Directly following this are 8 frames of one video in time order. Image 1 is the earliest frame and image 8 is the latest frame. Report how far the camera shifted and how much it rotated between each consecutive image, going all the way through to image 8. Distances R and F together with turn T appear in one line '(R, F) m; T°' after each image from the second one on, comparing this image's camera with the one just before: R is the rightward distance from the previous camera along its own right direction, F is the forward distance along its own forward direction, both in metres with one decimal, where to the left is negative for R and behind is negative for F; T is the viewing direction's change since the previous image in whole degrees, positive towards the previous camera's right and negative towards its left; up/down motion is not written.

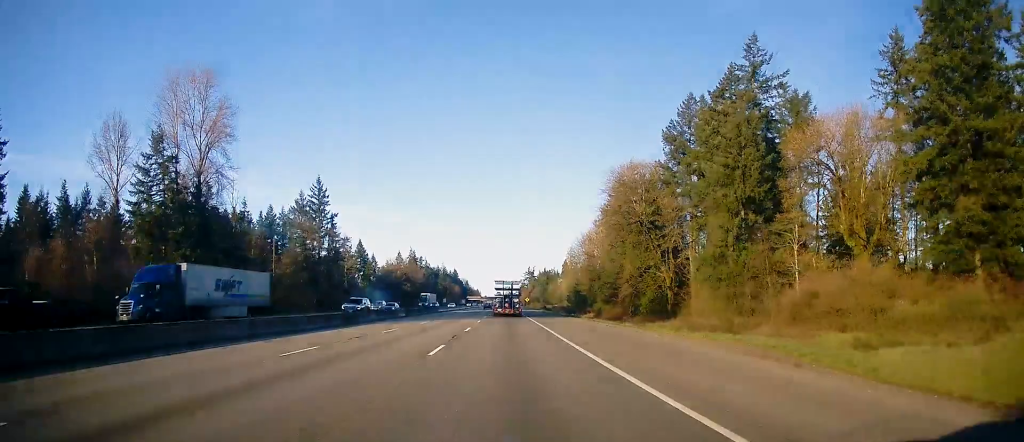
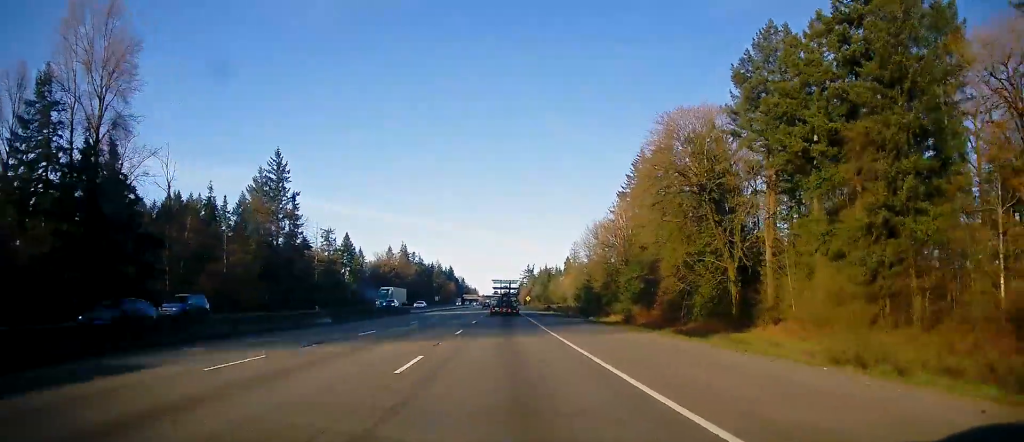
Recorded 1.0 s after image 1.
(+0.5, +28.1) m; 0°
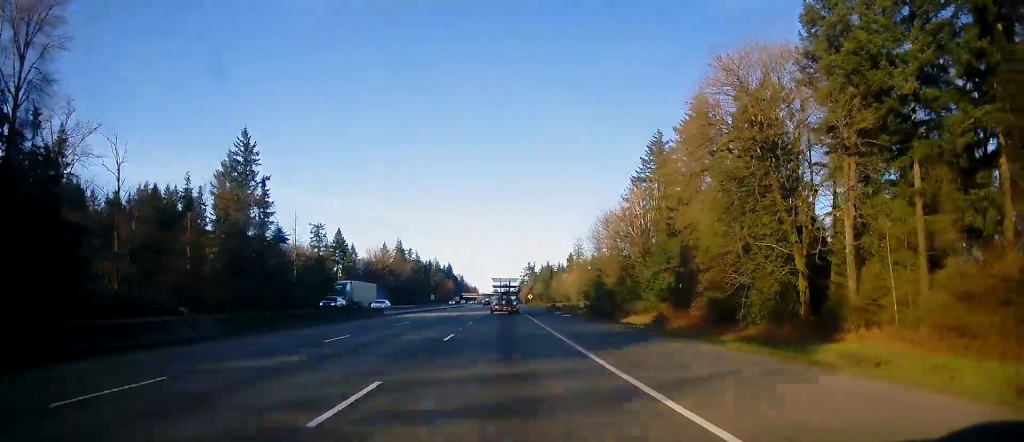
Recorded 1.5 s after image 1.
(-0.1, +16.5) m; 0°
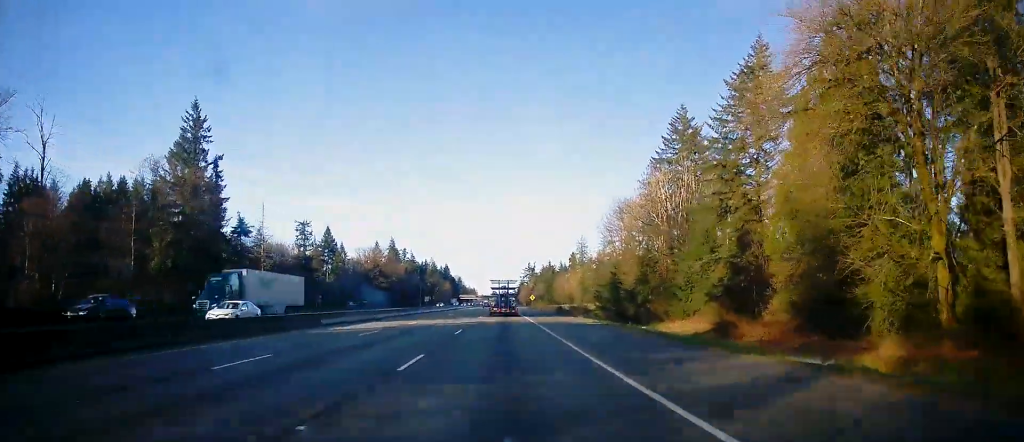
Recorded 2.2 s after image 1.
(-0.3, +19.5) m; 0°
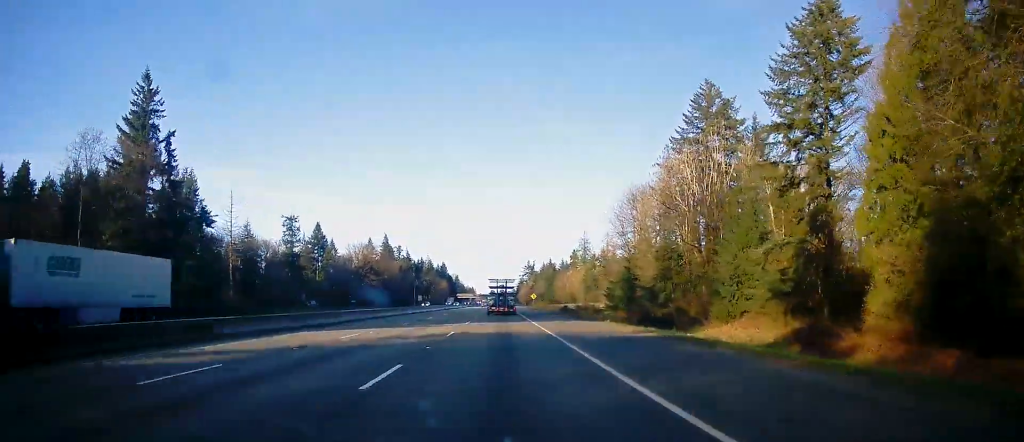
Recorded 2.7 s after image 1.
(+0.1, +14.6) m; 0°
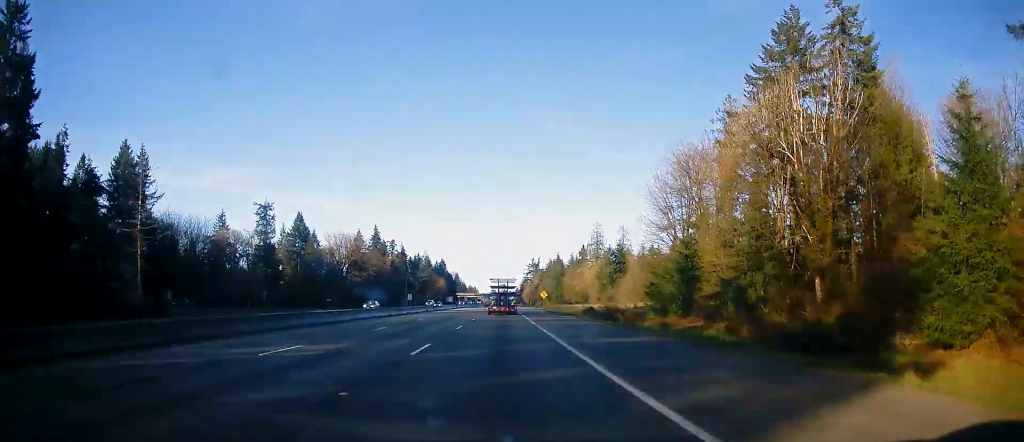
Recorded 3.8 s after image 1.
(+0.1, +31.2) m; 0°
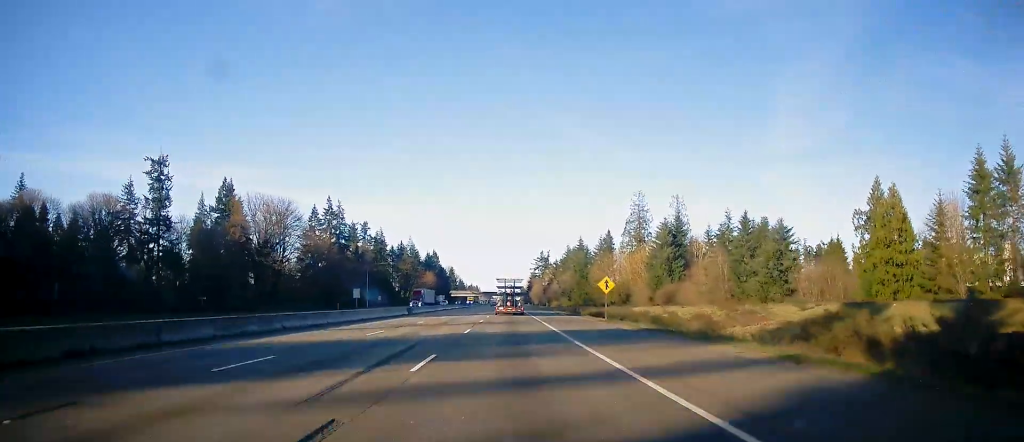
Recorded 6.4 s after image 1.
(-0.1, +76.1) m; 0°
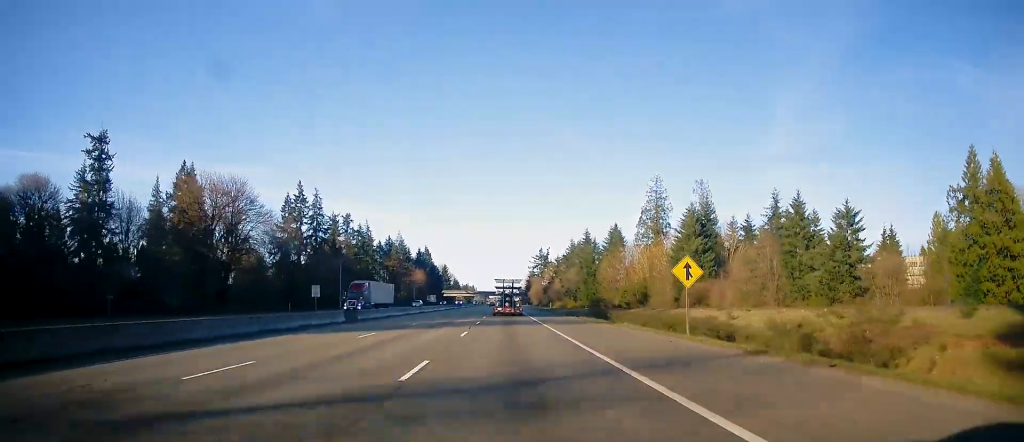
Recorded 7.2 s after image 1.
(-0.2, +25.5) m; 0°
